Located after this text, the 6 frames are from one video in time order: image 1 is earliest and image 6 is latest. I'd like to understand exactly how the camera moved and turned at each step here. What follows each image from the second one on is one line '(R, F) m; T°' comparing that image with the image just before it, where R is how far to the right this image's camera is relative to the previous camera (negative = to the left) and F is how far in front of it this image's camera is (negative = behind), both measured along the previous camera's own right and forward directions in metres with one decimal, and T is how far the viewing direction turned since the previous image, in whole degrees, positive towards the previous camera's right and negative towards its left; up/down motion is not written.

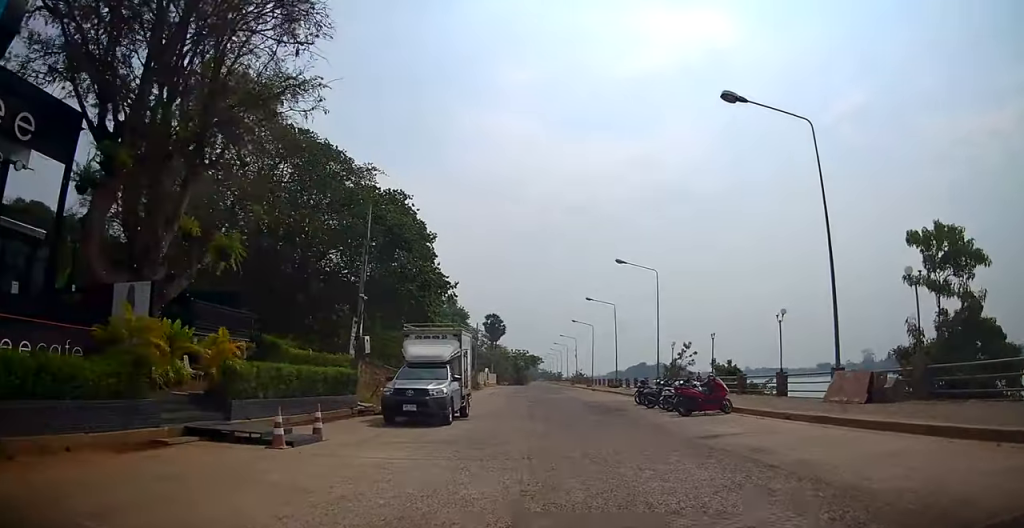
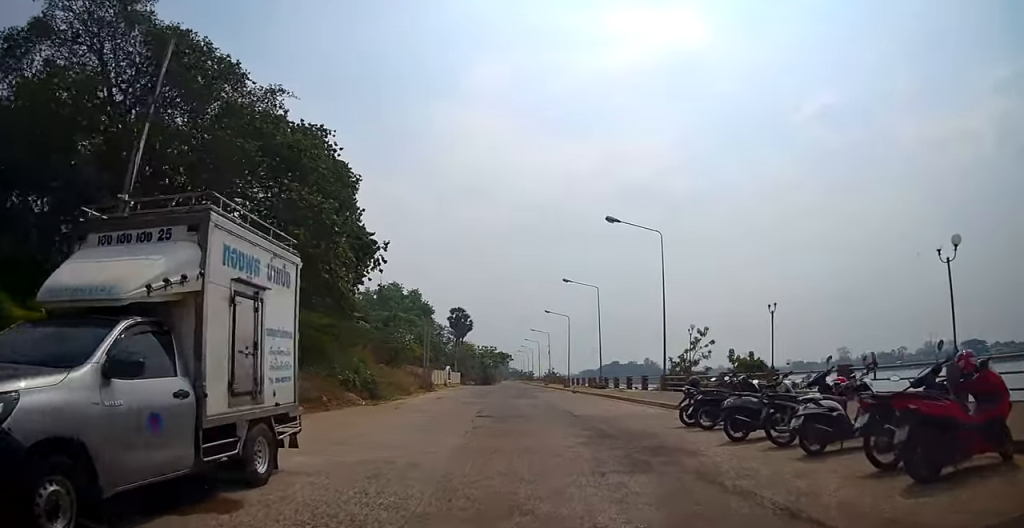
(-0.1, +12.9) m; 0°
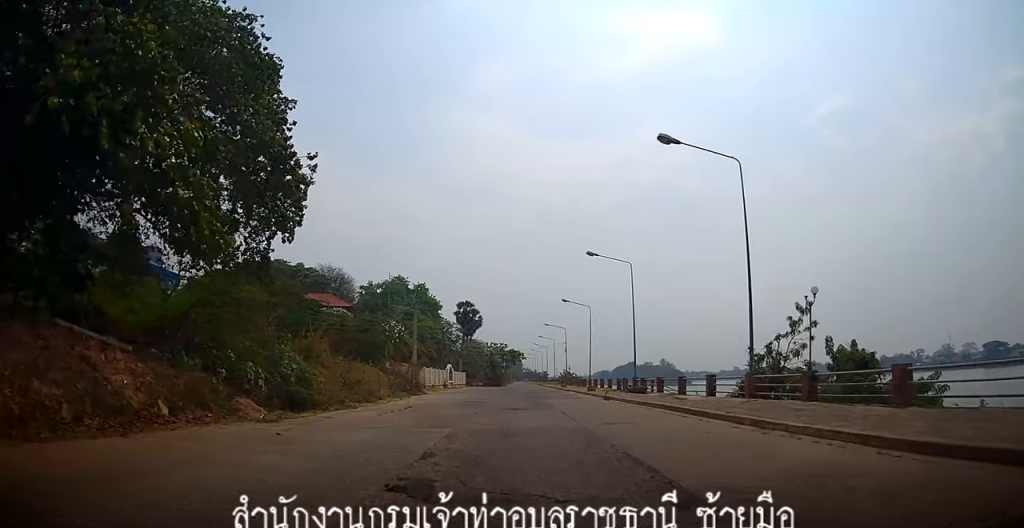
(+0.1, +11.9) m; +1°
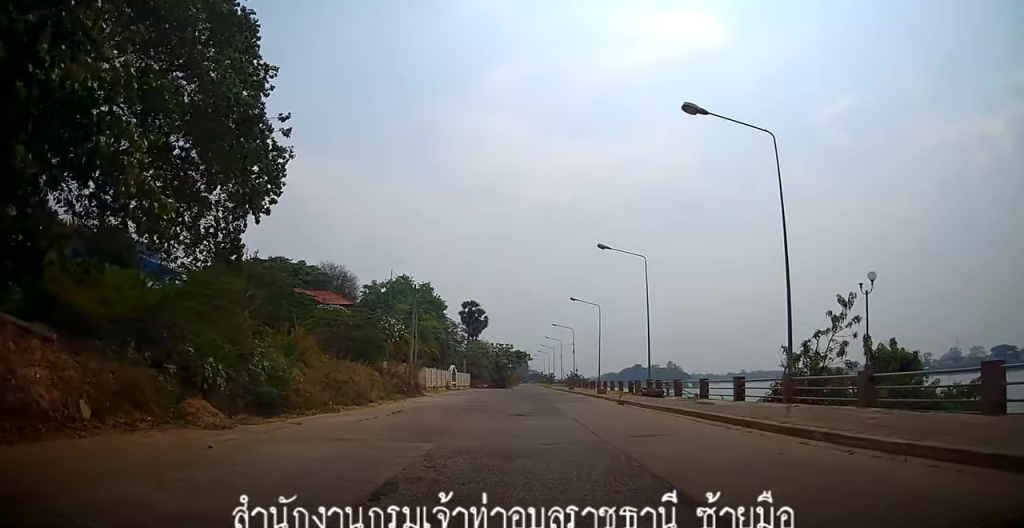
(0.0, +2.8) m; 0°
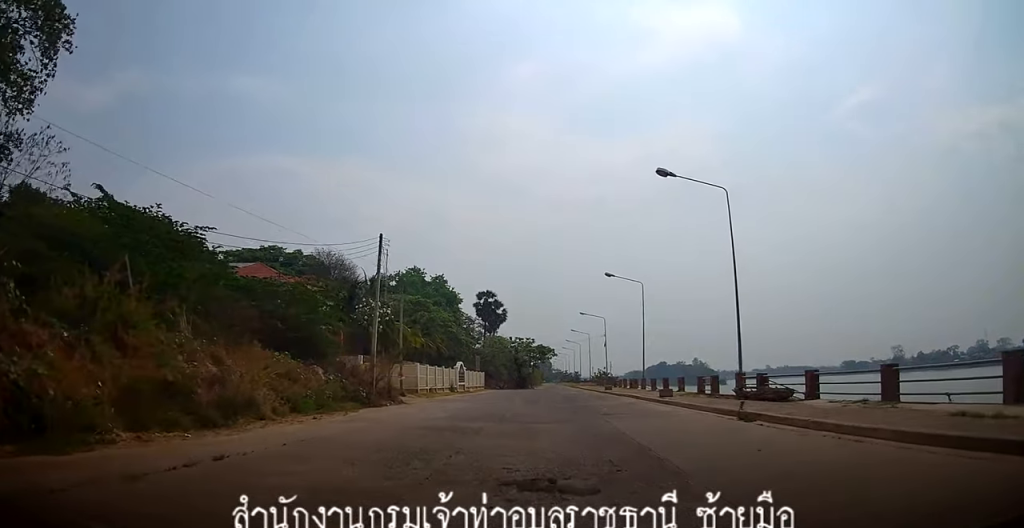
(-0.2, +12.7) m; -5°
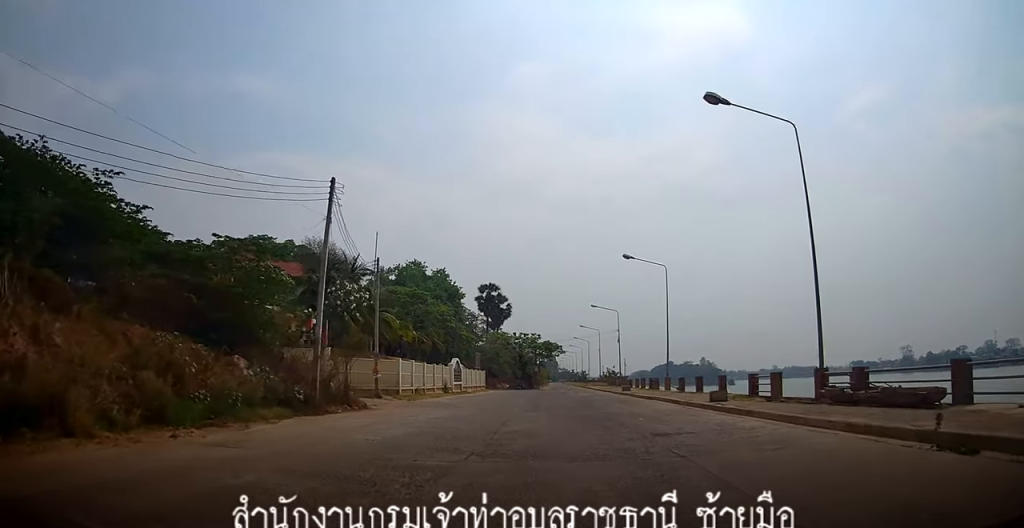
(-0.2, +6.7) m; +3°
